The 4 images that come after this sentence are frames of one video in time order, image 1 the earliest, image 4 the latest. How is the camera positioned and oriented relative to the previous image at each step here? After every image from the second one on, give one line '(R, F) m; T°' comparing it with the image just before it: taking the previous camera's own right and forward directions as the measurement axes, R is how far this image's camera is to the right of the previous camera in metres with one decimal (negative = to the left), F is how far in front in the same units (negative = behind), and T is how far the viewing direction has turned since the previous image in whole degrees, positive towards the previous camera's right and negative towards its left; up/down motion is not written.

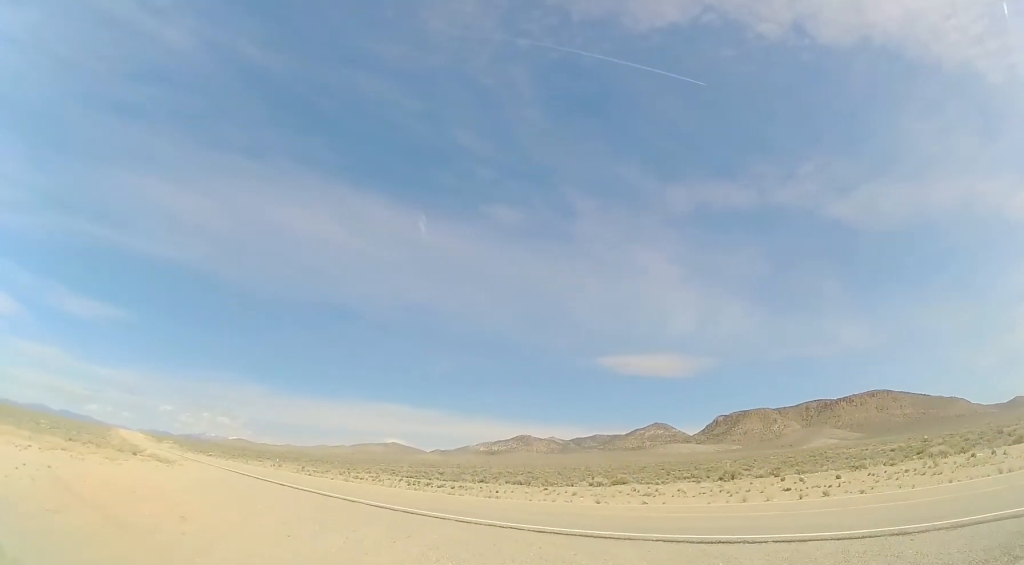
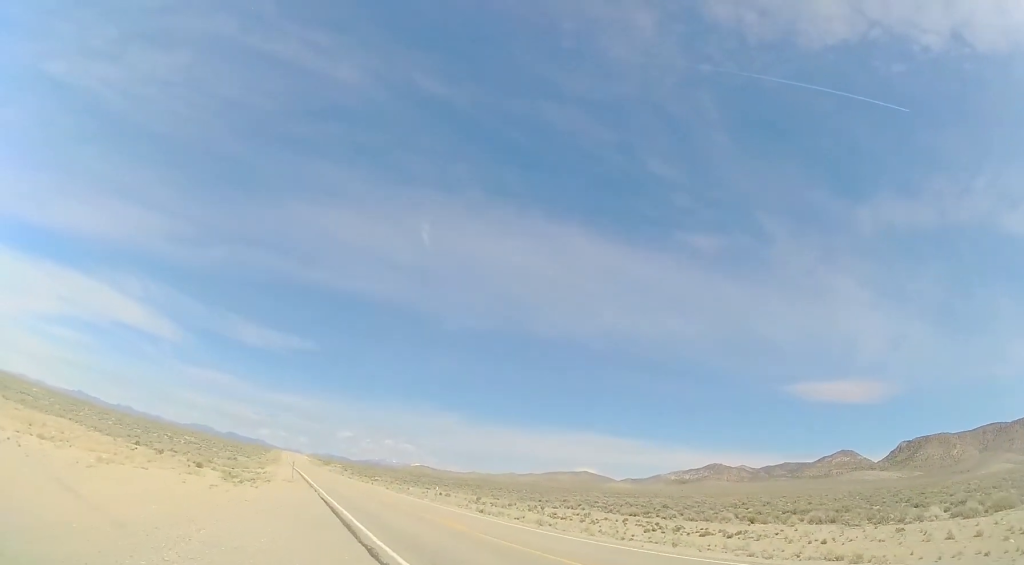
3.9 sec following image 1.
(-3.2, +15.6) m; -14°
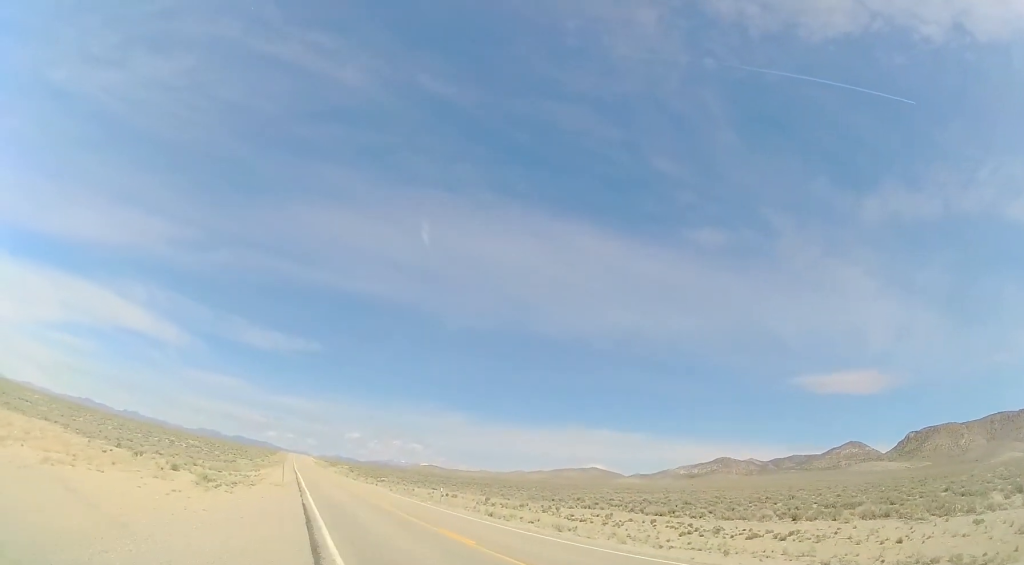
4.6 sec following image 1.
(-0.3, +3.5) m; 0°
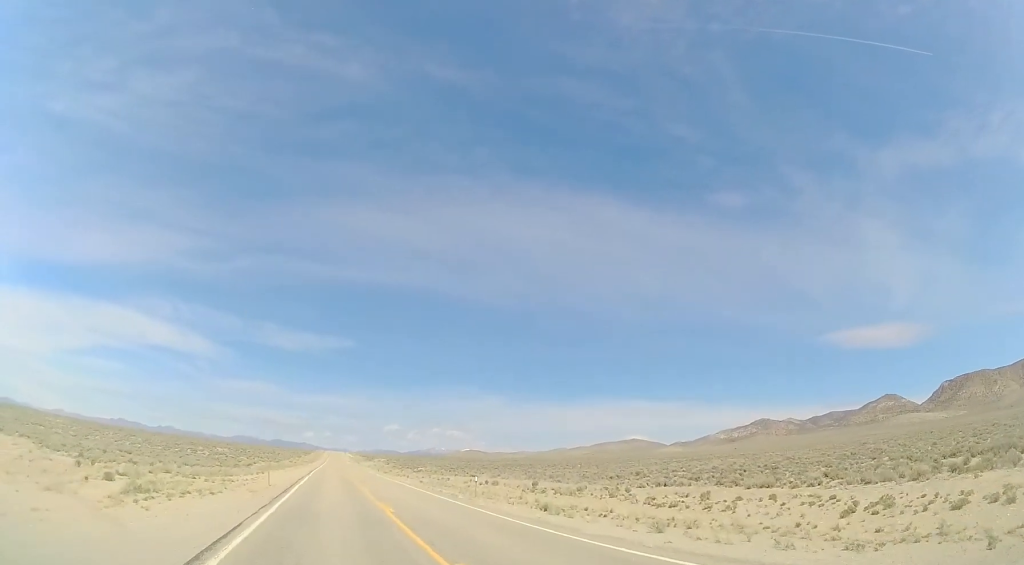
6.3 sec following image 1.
(+0.1, +8.4) m; -3°
